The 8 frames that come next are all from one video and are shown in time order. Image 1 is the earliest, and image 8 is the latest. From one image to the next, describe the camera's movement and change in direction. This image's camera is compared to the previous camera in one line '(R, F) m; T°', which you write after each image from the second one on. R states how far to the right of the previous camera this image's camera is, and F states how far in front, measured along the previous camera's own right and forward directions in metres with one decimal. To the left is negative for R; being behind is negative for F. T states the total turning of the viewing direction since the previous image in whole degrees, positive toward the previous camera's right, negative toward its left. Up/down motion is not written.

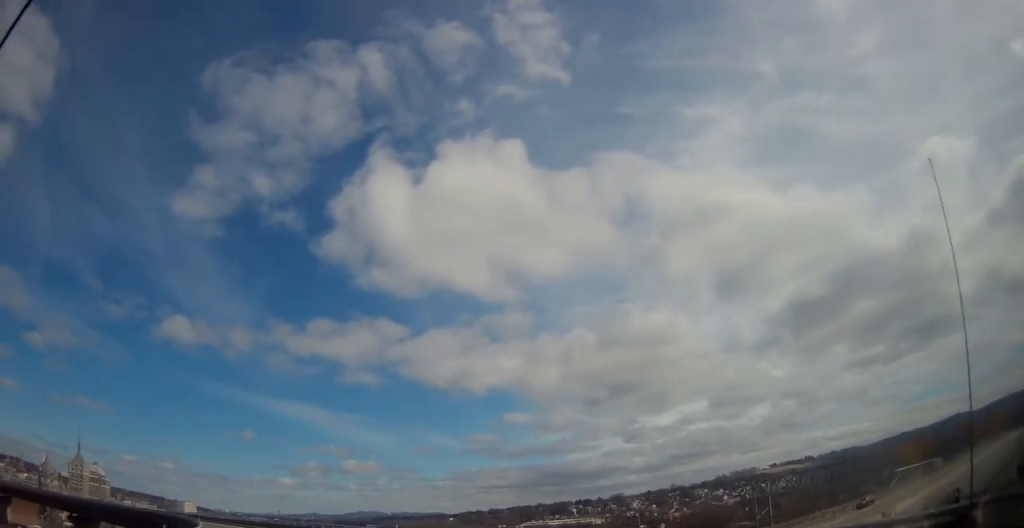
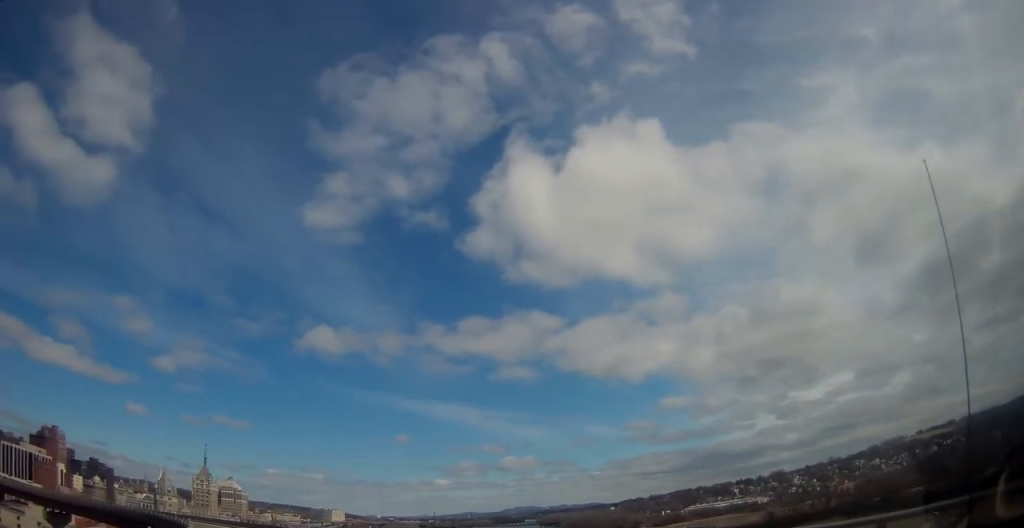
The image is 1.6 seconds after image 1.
(-2.6, +31.0) m; -12°
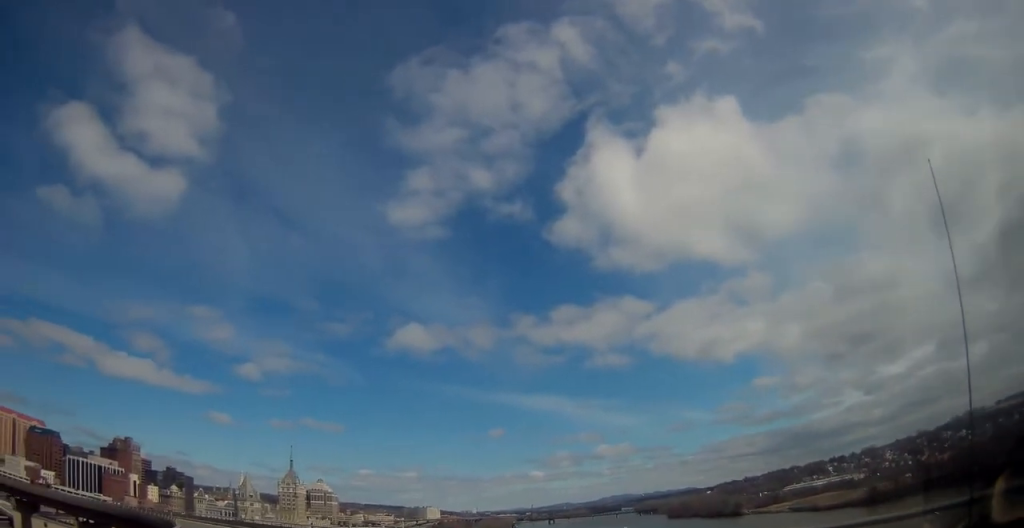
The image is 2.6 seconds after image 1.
(-1.7, +18.6) m; -10°
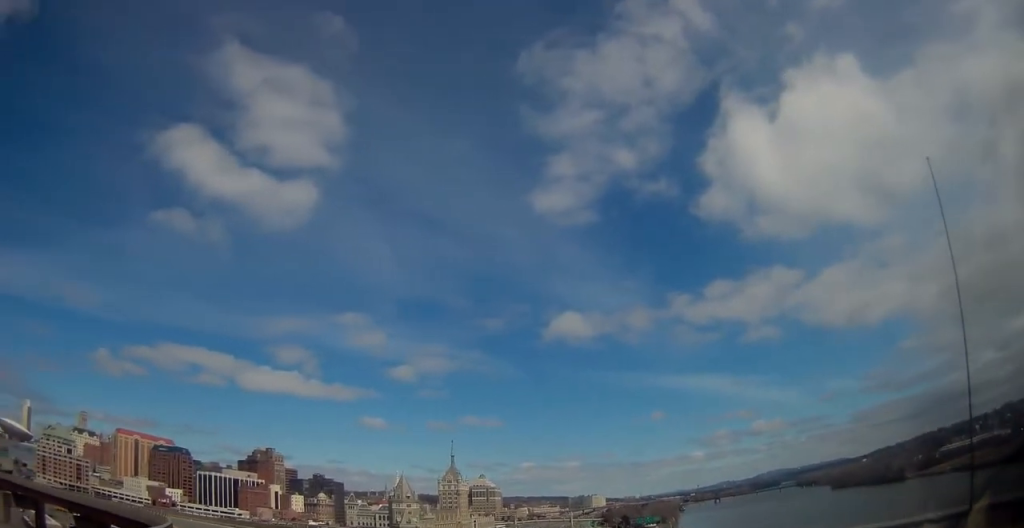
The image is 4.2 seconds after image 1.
(-3.7, +28.6) m; -16°
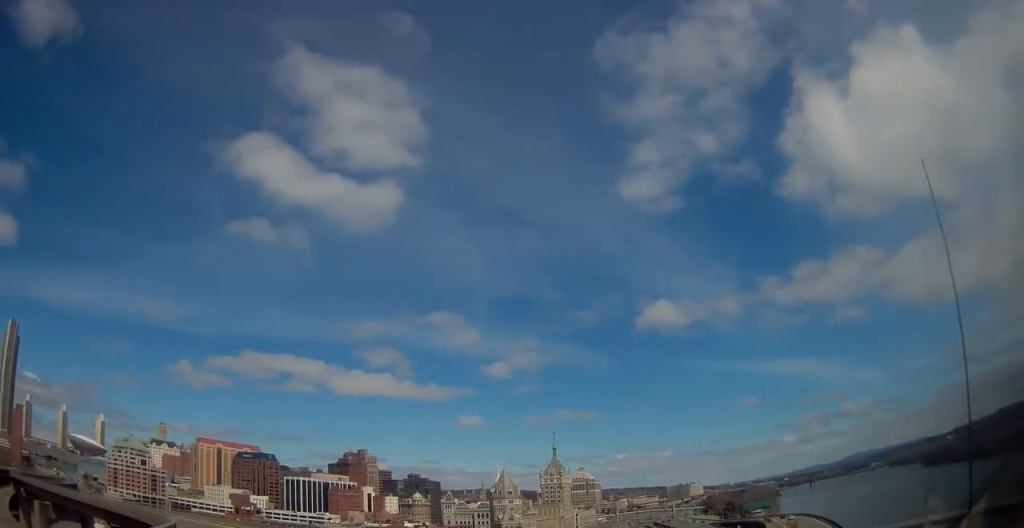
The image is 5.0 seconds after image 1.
(-1.2, +15.6) m; -9°
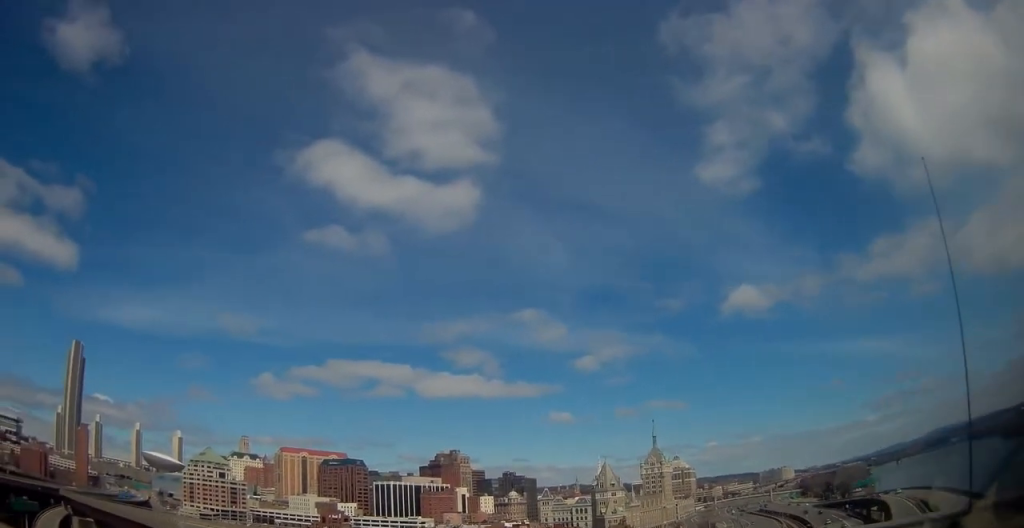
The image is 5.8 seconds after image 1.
(-1.4, +14.9) m; -9°
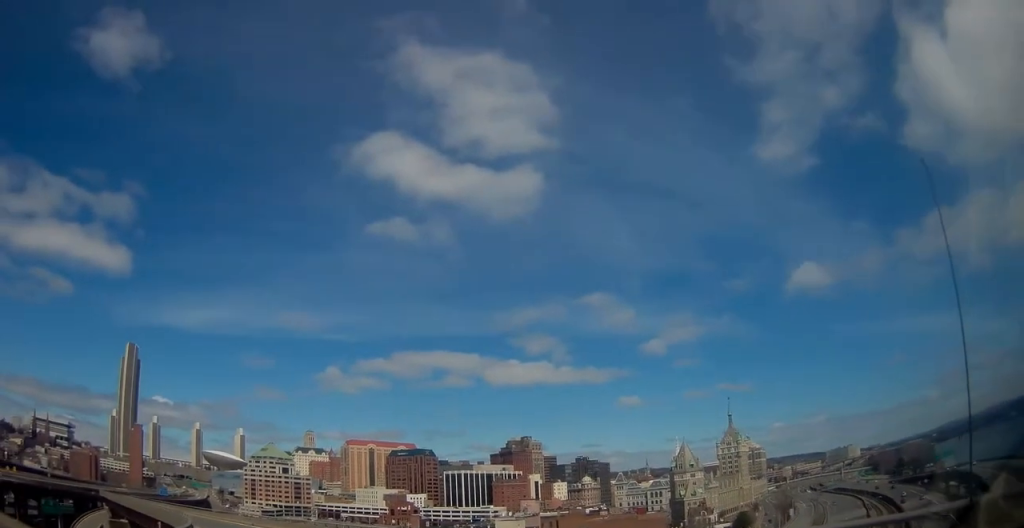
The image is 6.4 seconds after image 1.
(-0.6, +11.3) m; -7°
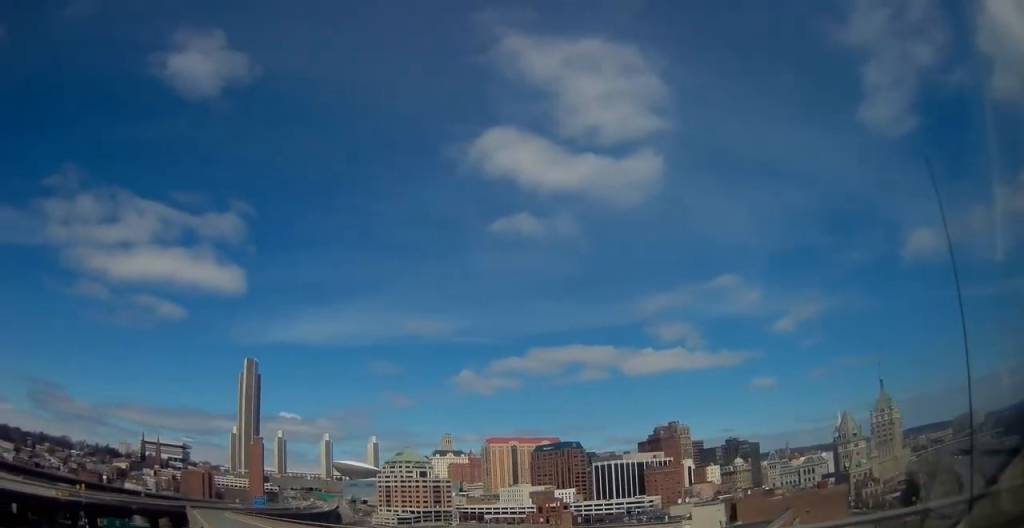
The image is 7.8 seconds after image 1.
(-3.2, +25.2) m; -13°
